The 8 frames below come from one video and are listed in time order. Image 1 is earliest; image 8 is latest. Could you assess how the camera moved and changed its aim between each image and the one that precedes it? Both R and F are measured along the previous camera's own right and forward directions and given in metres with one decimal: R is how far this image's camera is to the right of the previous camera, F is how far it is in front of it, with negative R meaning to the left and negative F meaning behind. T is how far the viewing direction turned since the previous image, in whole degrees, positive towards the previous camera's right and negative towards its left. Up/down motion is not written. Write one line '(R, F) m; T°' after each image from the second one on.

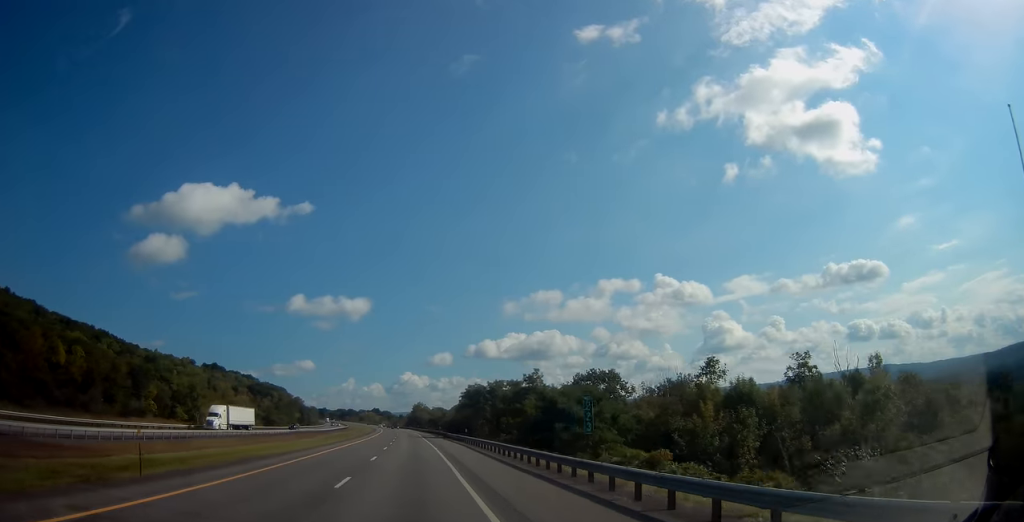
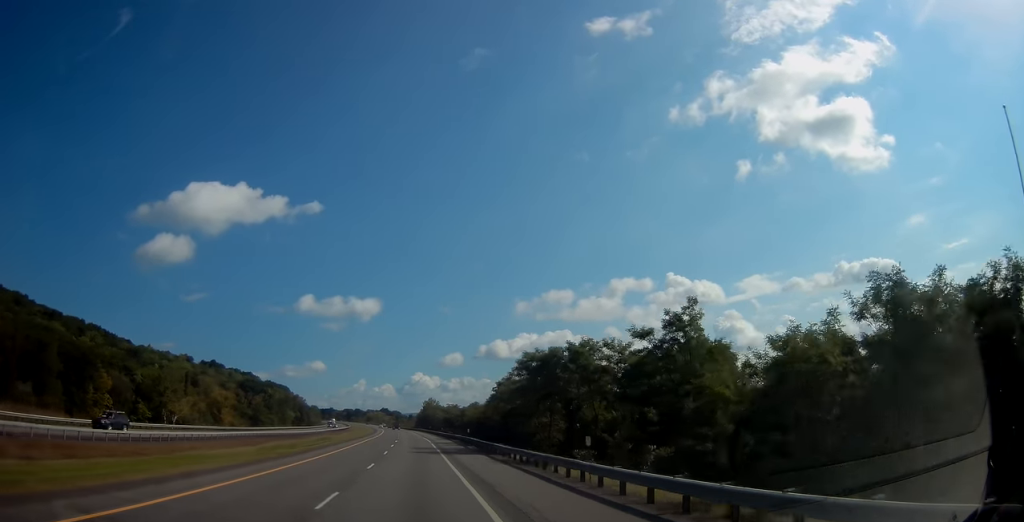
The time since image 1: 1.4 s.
(+0.1, +40.4) m; 0°
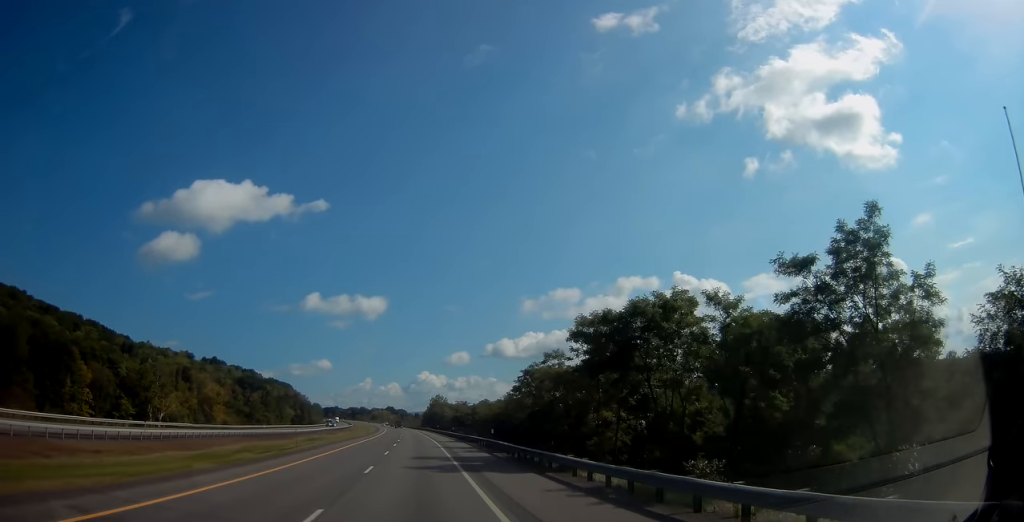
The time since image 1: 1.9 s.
(-0.2, +15.4) m; -1°
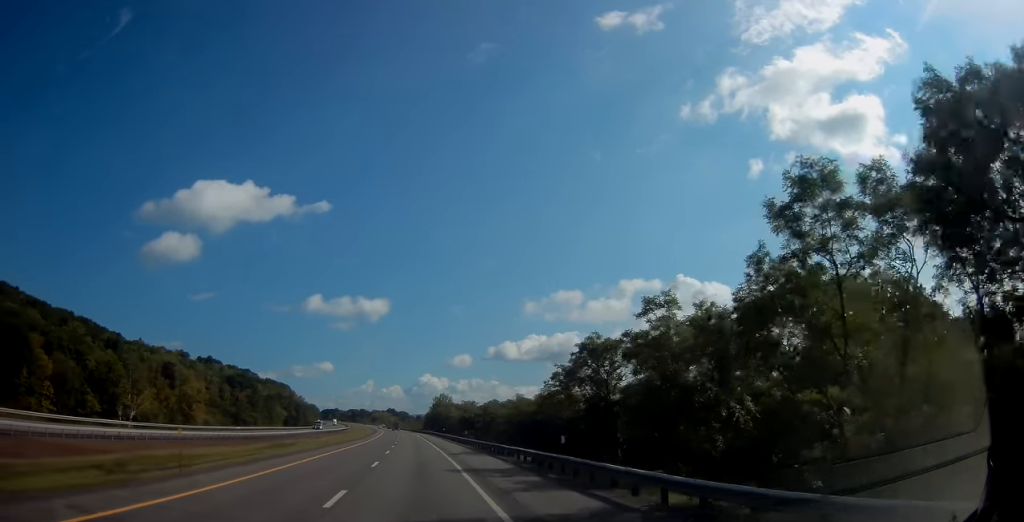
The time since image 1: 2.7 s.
(-0.3, +21.2) m; -1°
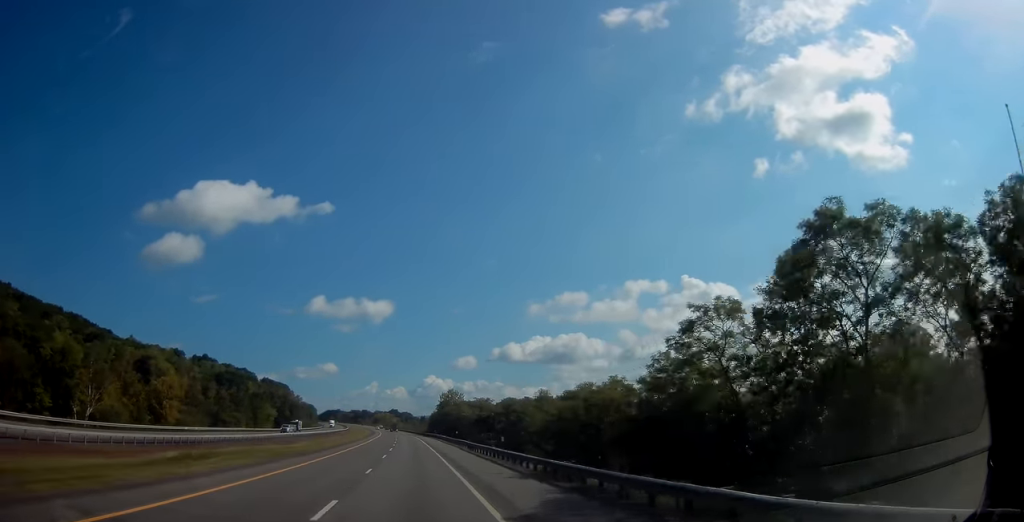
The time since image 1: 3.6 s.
(-0.1, +25.9) m; 0°
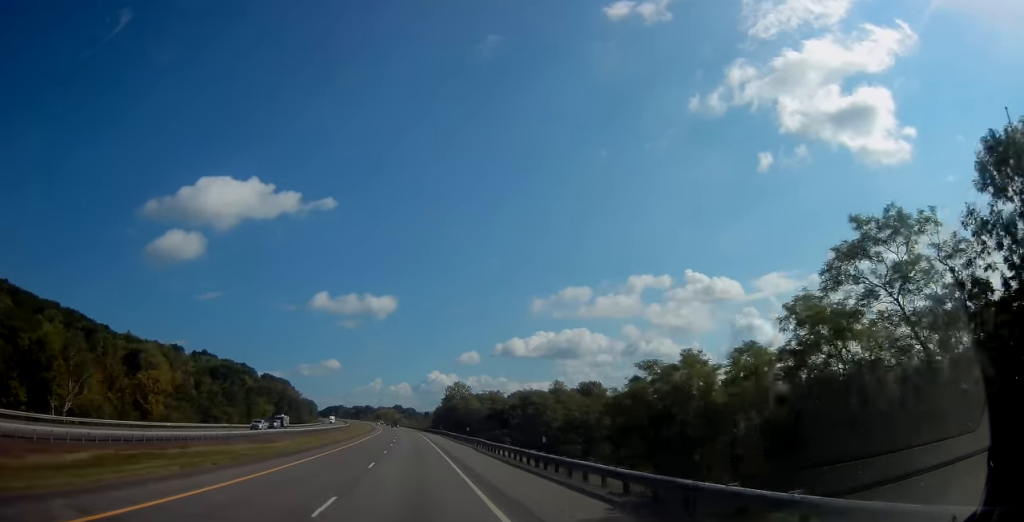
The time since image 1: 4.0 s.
(0.0, +11.5) m; 0°
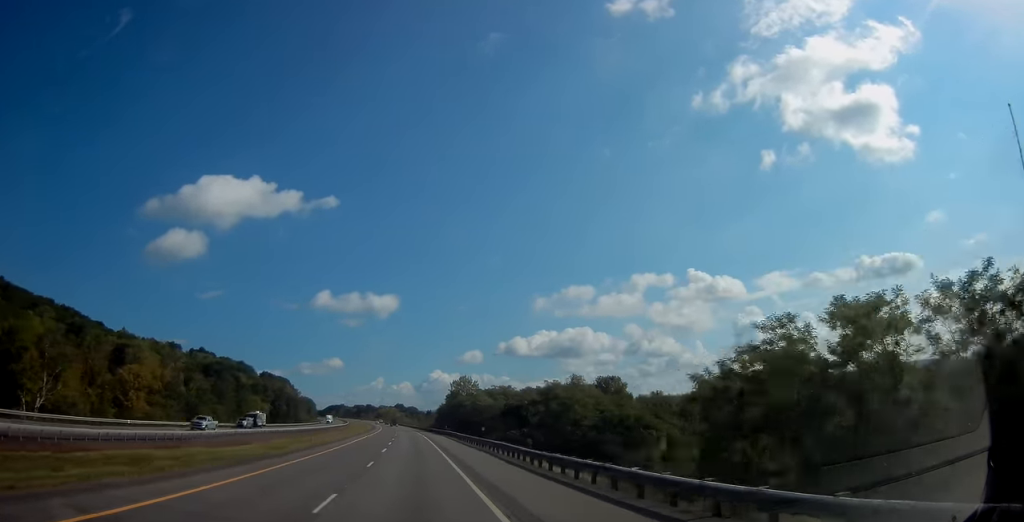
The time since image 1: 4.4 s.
(+0.1, +12.5) m; 0°
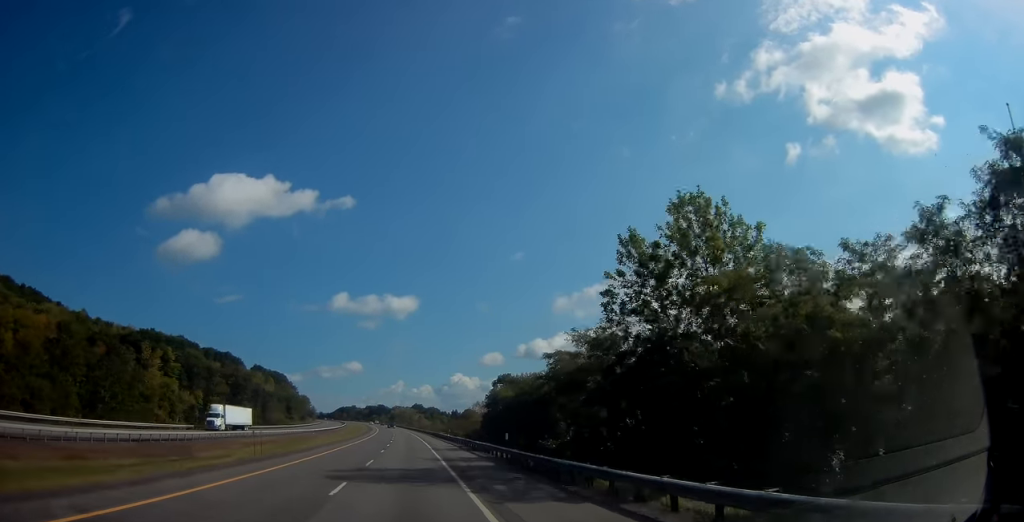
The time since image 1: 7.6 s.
(-2.5, +93.6) m; -2°
